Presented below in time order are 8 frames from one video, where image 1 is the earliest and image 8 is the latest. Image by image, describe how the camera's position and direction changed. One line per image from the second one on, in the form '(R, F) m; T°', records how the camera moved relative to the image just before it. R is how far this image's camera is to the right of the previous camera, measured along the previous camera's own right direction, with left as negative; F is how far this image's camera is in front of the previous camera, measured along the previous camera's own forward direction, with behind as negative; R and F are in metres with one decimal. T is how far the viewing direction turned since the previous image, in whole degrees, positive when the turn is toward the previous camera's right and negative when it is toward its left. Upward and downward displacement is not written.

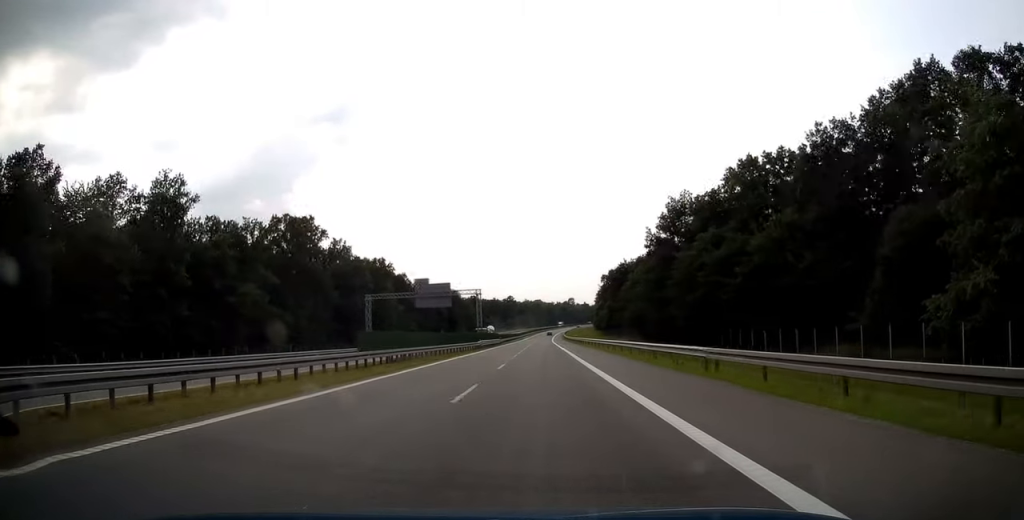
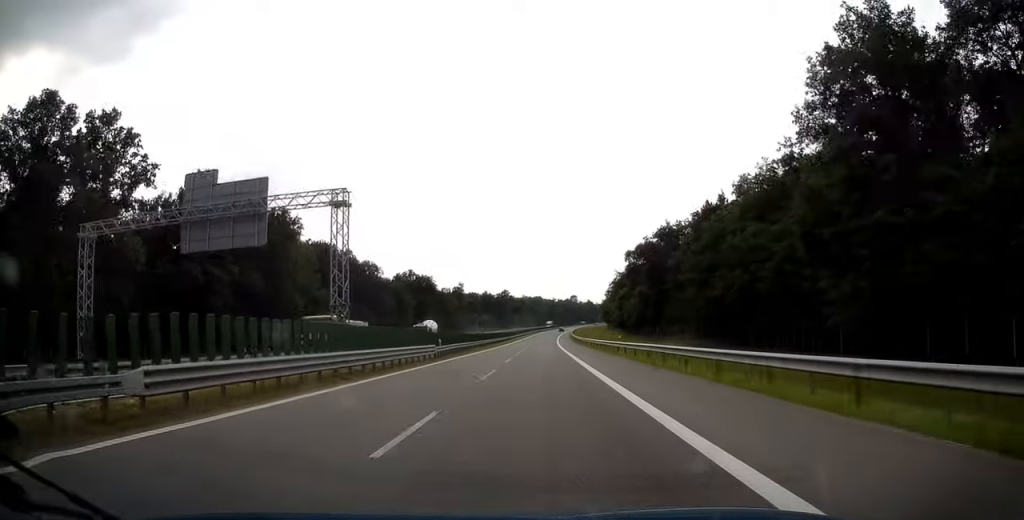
(+0.6, +53.2) m; +1°
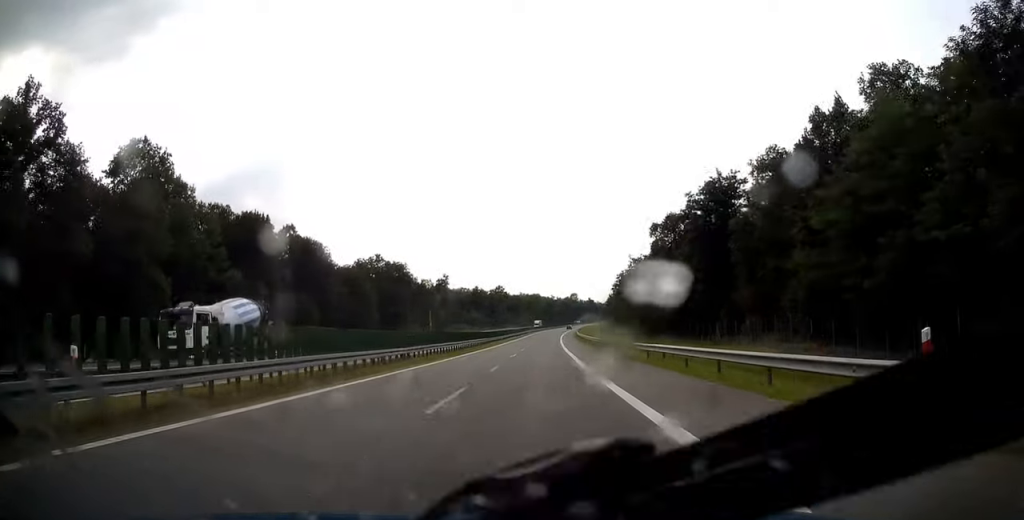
(-0.1, +32.0) m; 0°
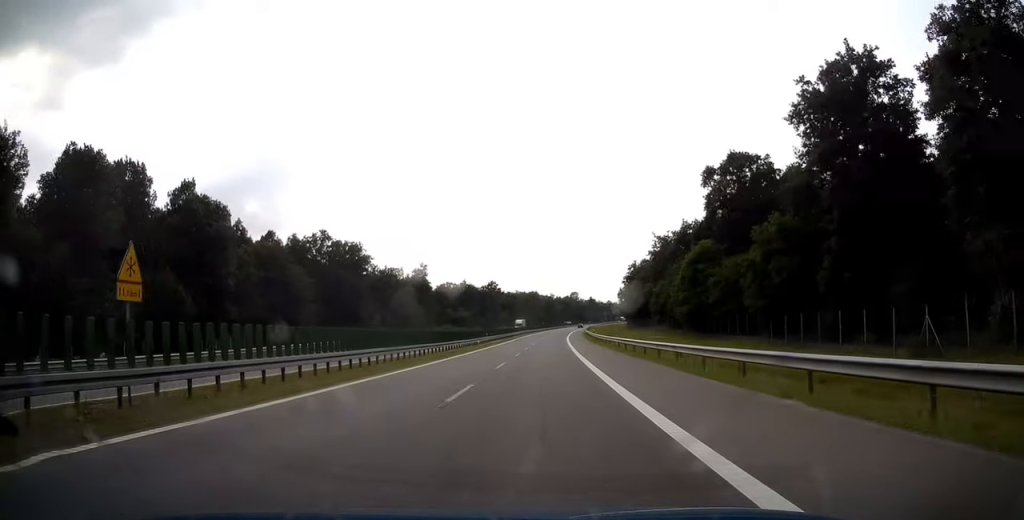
(+0.2, +33.9) m; 0°
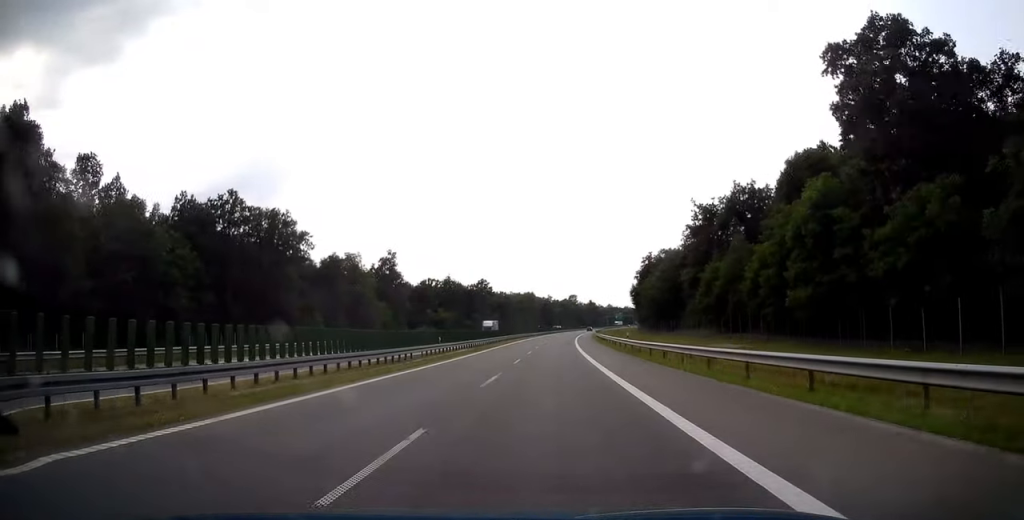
(-0.4, +31.5) m; 0°
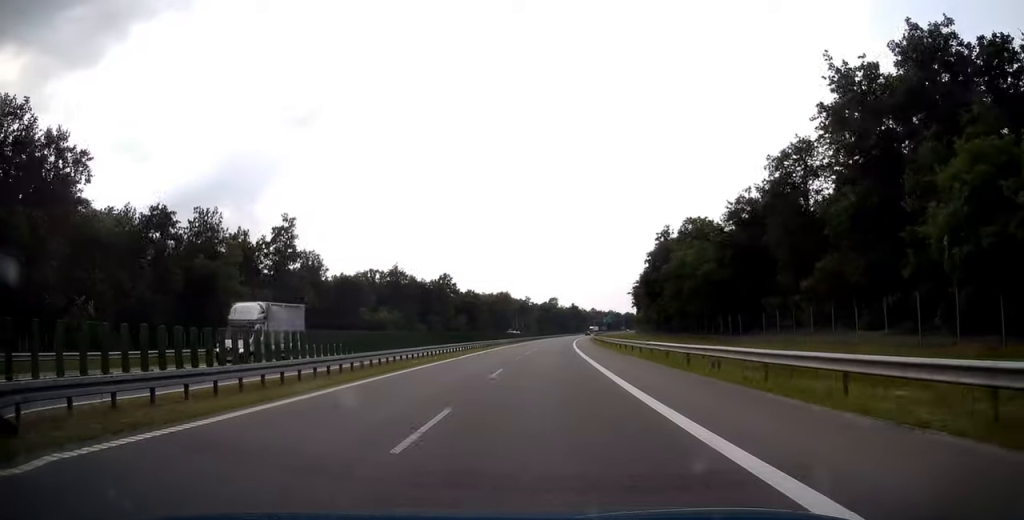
(+1.3, +45.6) m; +2°
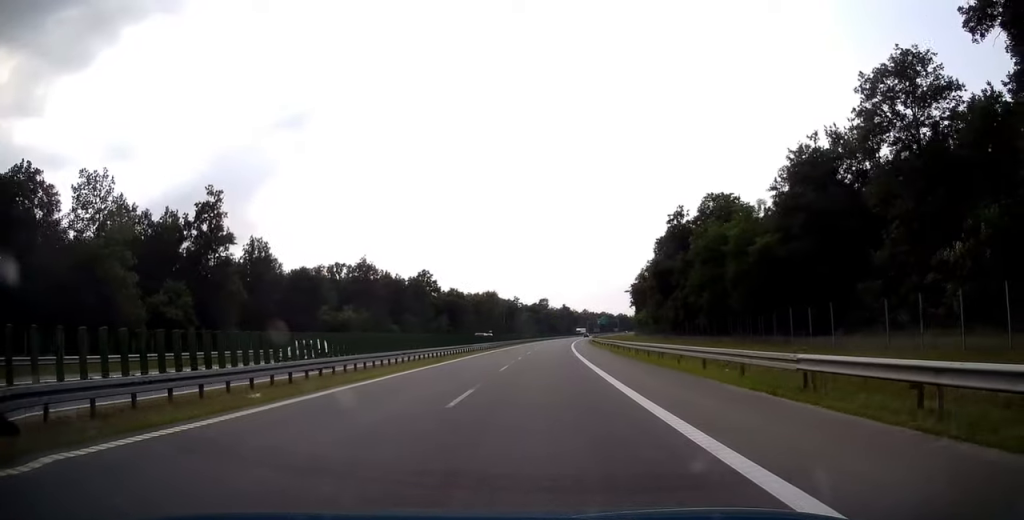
(+0.2, +19.0) m; +1°
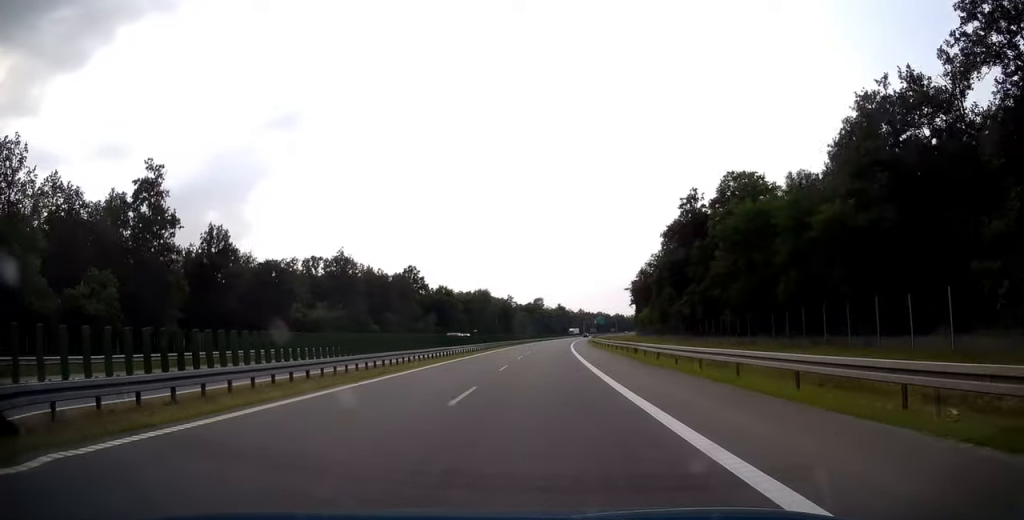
(0.0, +11.7) m; 0°
